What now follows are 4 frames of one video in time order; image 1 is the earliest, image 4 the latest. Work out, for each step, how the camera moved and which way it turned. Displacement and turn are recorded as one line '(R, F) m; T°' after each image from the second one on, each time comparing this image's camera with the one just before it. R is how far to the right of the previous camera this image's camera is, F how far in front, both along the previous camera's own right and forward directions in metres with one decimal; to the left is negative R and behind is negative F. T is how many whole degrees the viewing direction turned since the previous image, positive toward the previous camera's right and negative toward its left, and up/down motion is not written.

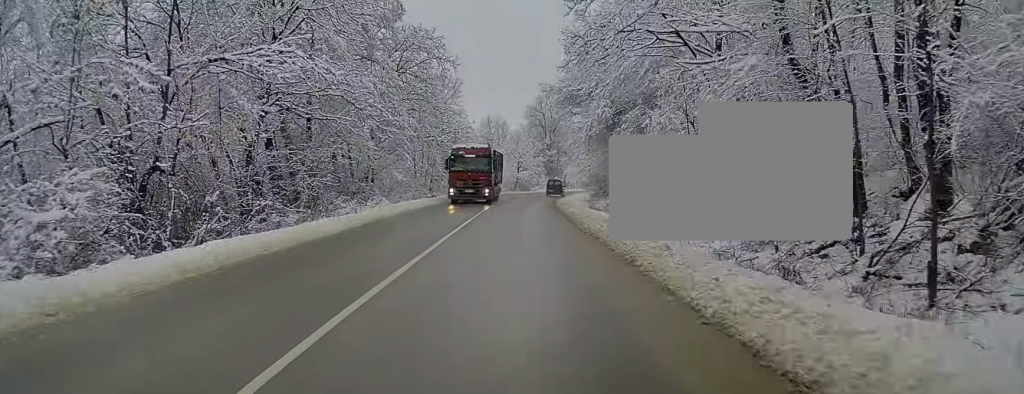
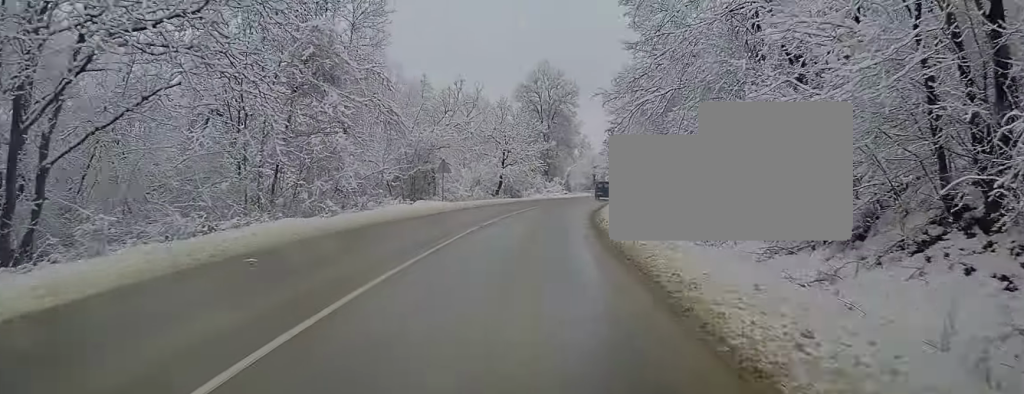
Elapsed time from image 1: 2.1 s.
(-0.1, +38.4) m; 0°
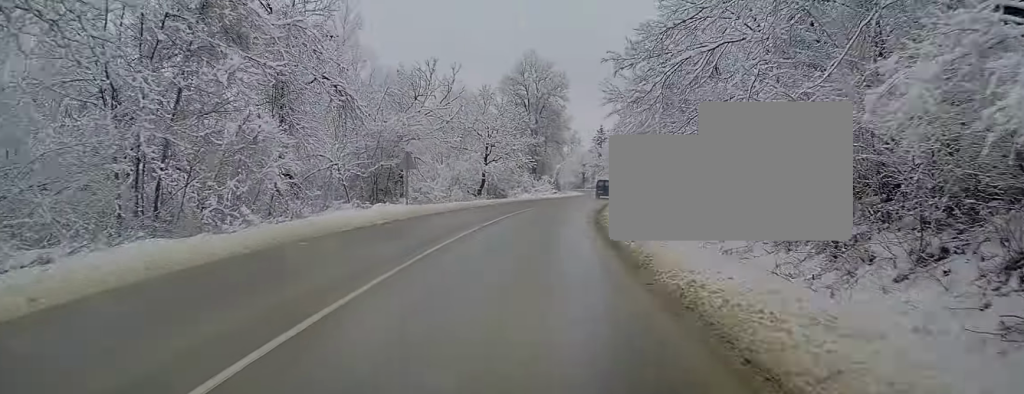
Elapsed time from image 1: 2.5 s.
(-0.1, +7.3) m; 0°
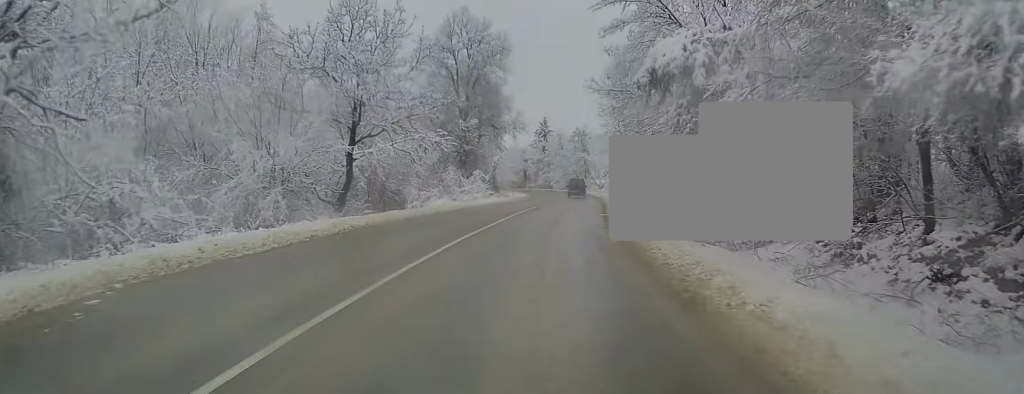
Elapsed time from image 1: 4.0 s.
(+0.6, +27.8) m; +3°
